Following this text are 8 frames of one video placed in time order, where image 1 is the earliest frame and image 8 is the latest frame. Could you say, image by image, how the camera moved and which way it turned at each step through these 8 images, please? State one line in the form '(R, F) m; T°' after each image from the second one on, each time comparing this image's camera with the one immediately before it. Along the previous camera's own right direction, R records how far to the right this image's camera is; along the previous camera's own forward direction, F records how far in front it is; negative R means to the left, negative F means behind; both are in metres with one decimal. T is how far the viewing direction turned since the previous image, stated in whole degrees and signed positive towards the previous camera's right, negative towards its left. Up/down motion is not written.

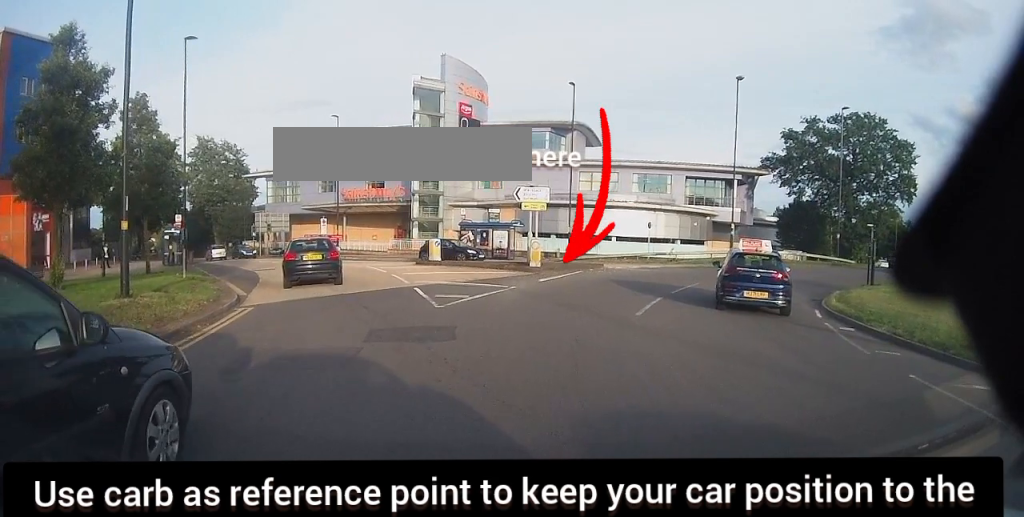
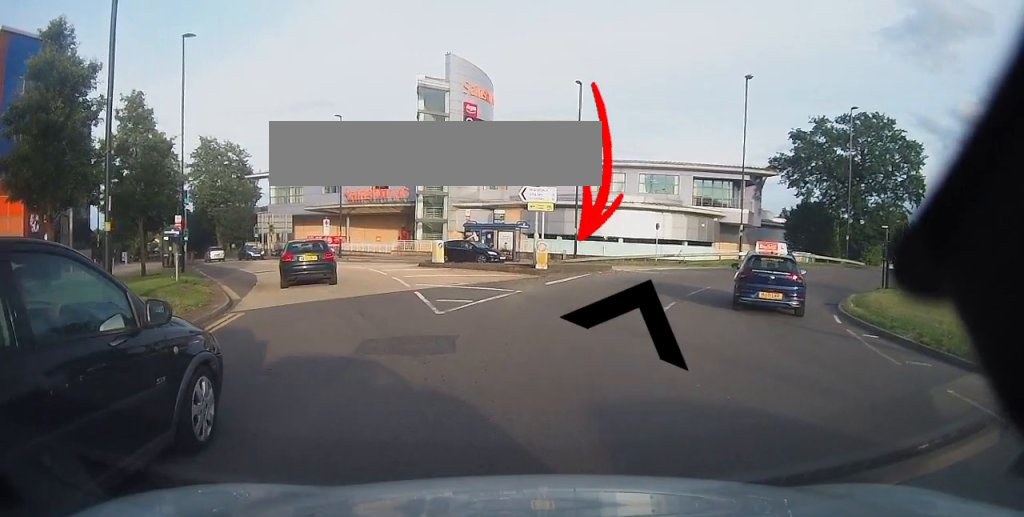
(0.0, 0.0) m; 0°
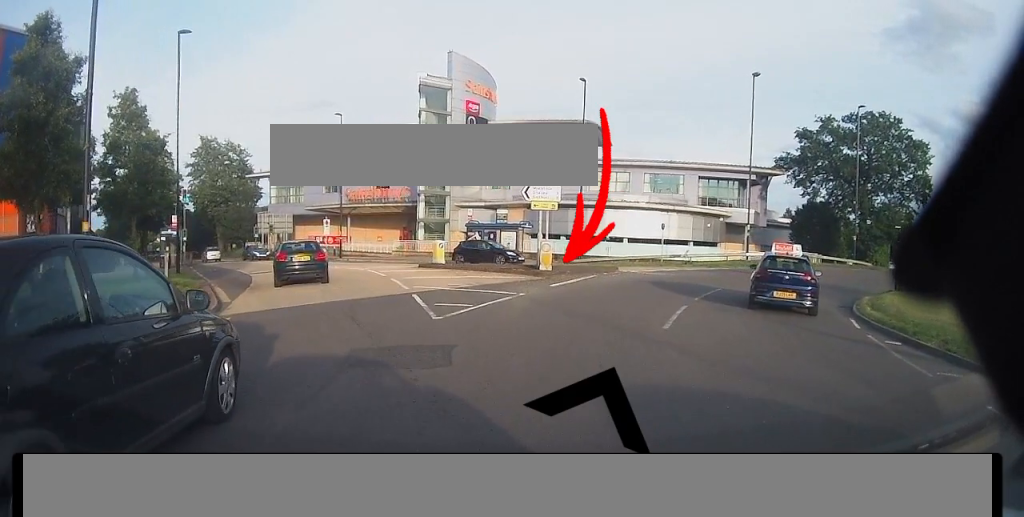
(0.0, 0.0) m; 0°
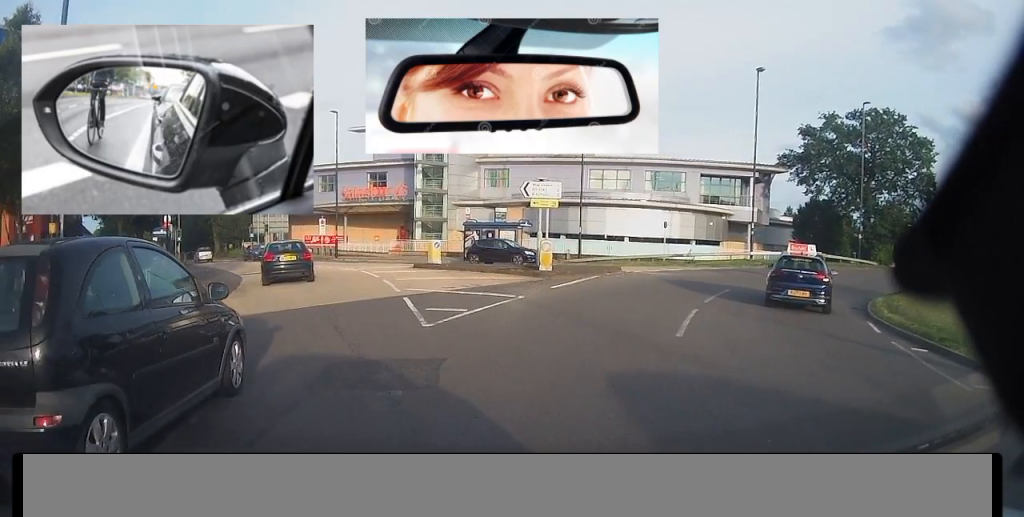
(0.0, 0.0) m; 0°
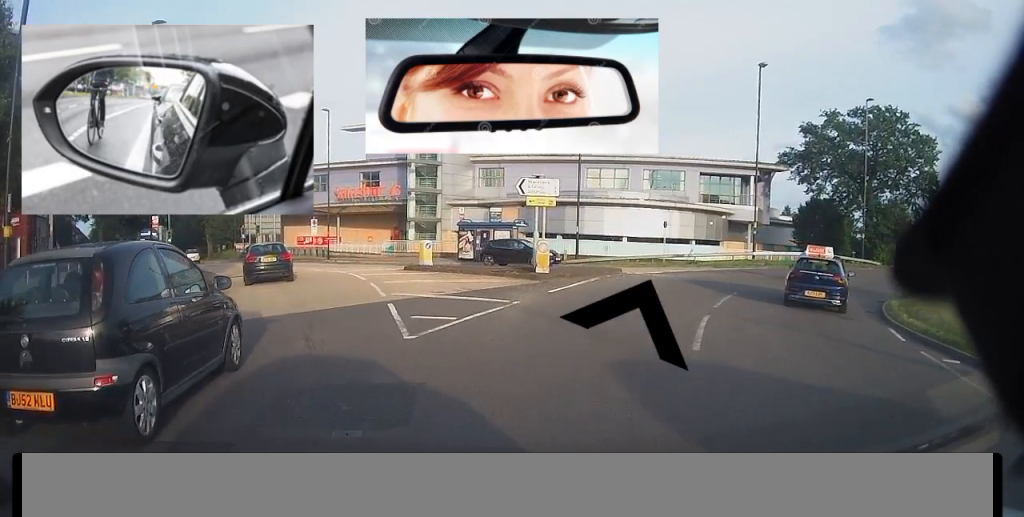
(0.0, 0.0) m; 0°
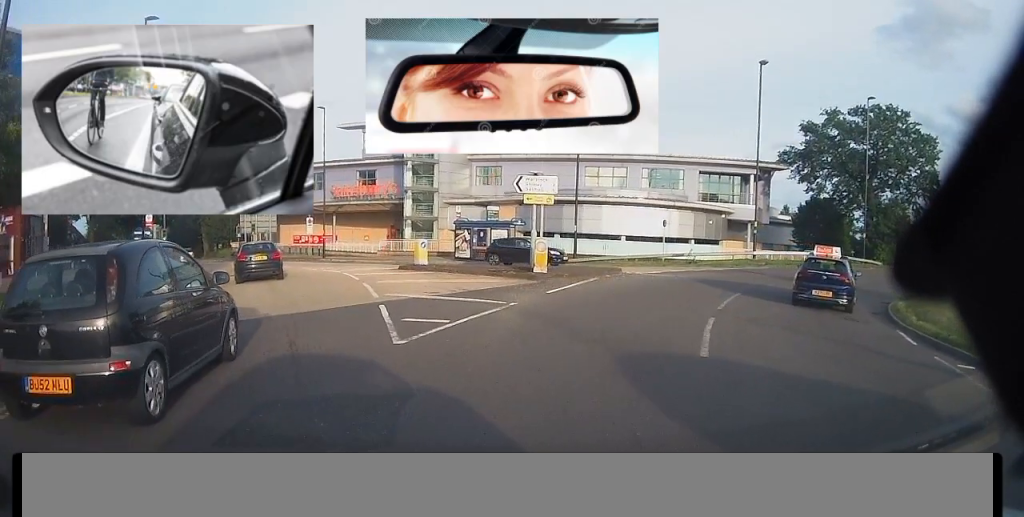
(0.0, 0.0) m; 0°
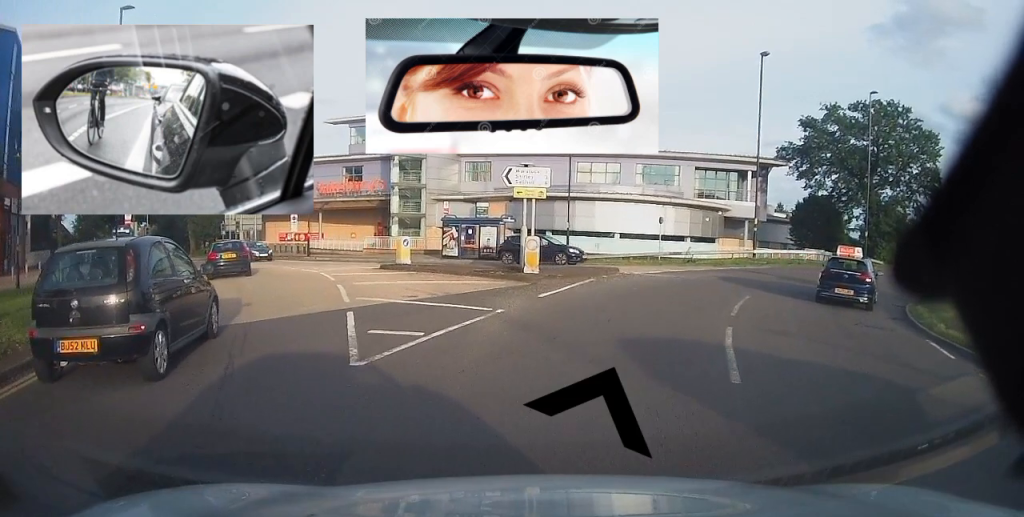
(0.0, +0.6) m; -1°
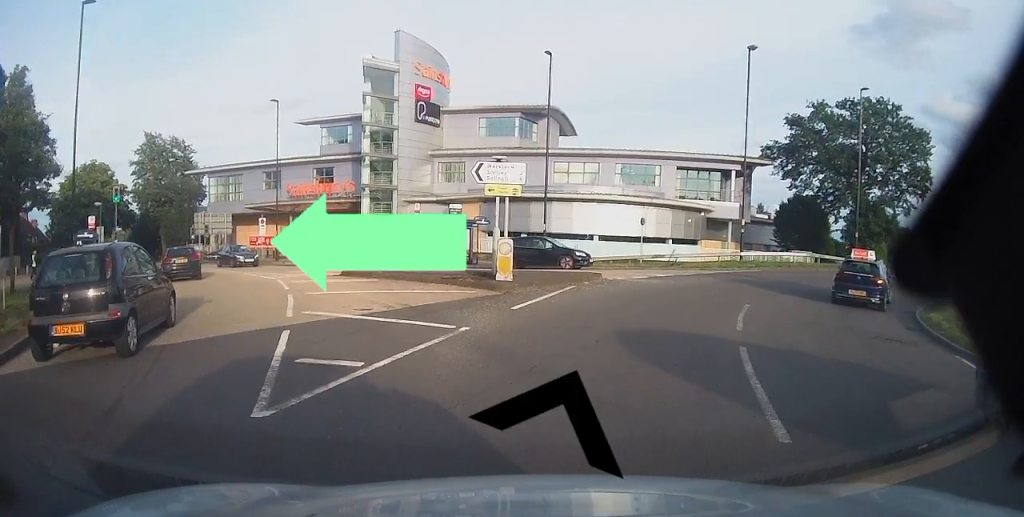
(-0.1, +4.0) m; -2°
